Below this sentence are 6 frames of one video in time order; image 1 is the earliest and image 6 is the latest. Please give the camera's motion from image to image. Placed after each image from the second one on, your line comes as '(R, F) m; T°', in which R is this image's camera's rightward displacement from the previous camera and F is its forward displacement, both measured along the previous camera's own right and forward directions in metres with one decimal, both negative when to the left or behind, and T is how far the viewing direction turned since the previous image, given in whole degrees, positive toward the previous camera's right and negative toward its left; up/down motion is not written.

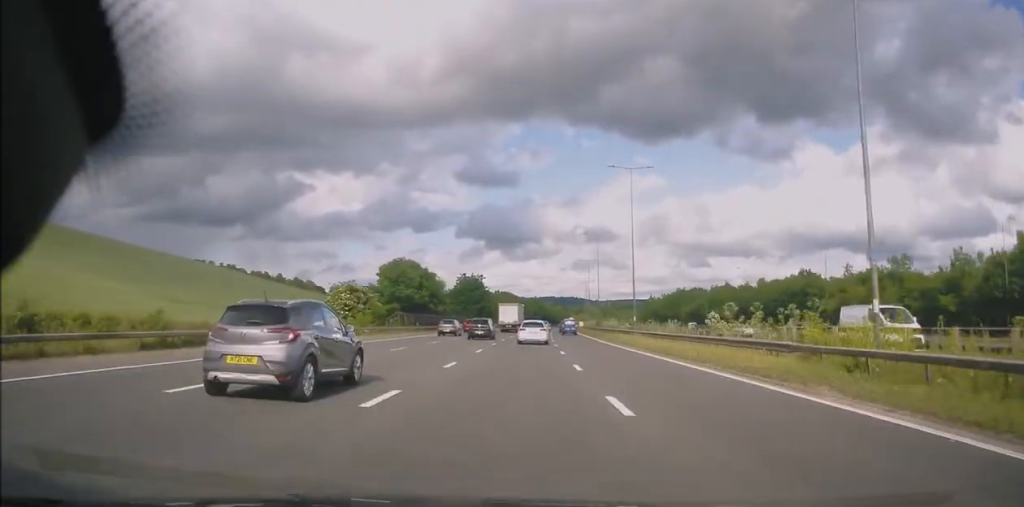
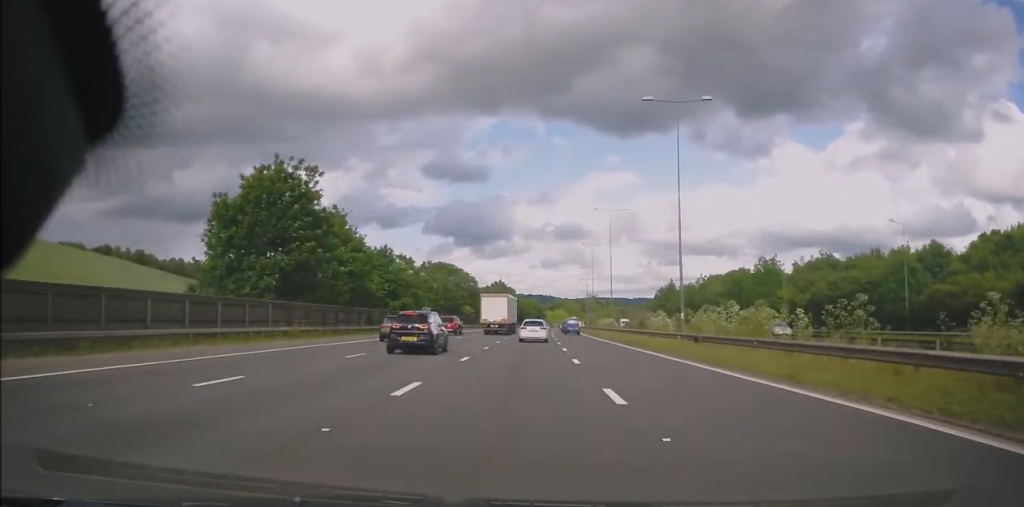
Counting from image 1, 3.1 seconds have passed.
(+3.2, +97.0) m; +3°
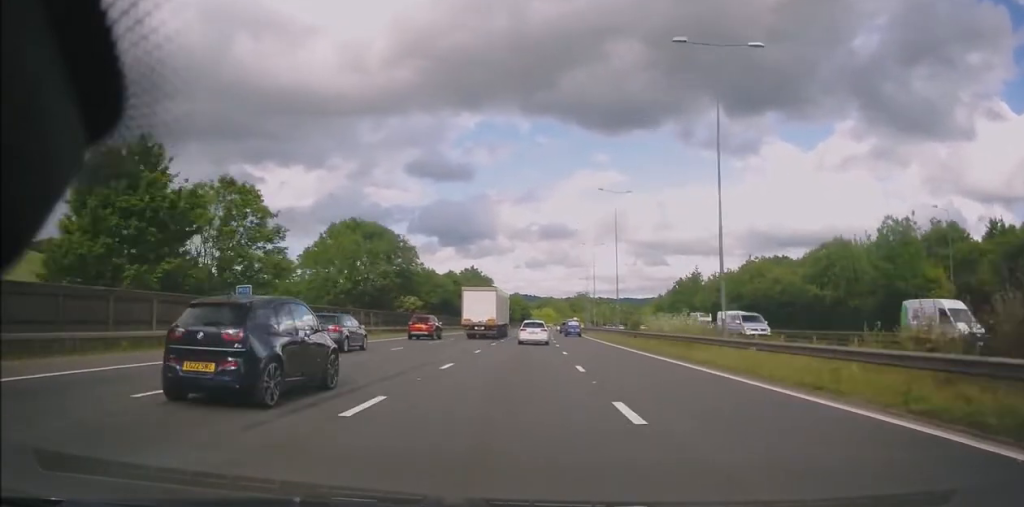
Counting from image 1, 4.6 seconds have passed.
(0.0, +47.5) m; +1°
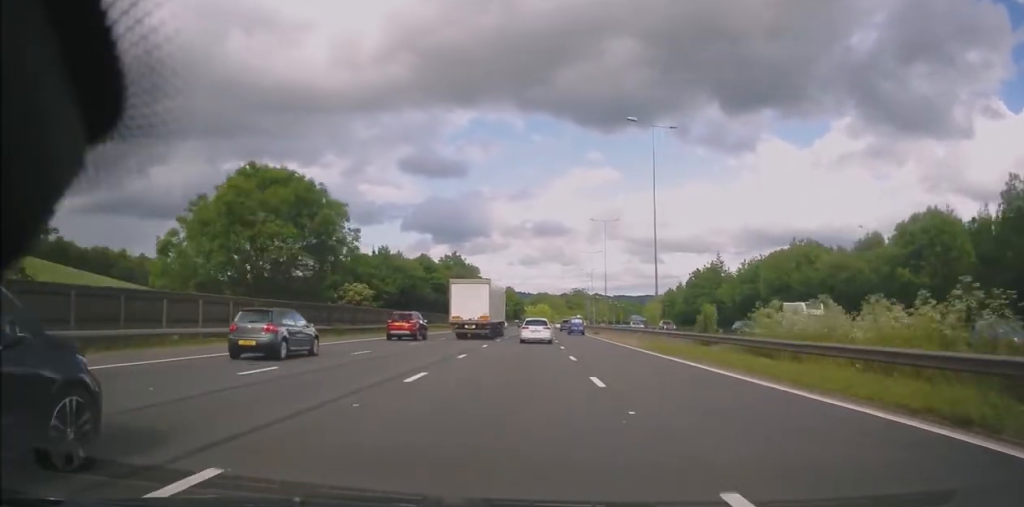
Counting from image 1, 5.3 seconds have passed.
(+0.4, +22.7) m; +1°
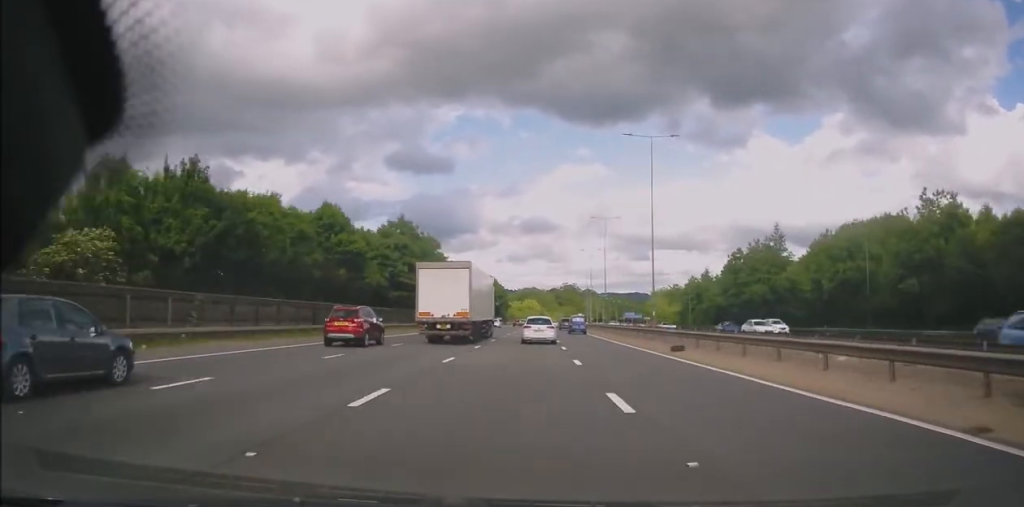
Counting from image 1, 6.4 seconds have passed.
(+0.2, +37.8) m; +2°
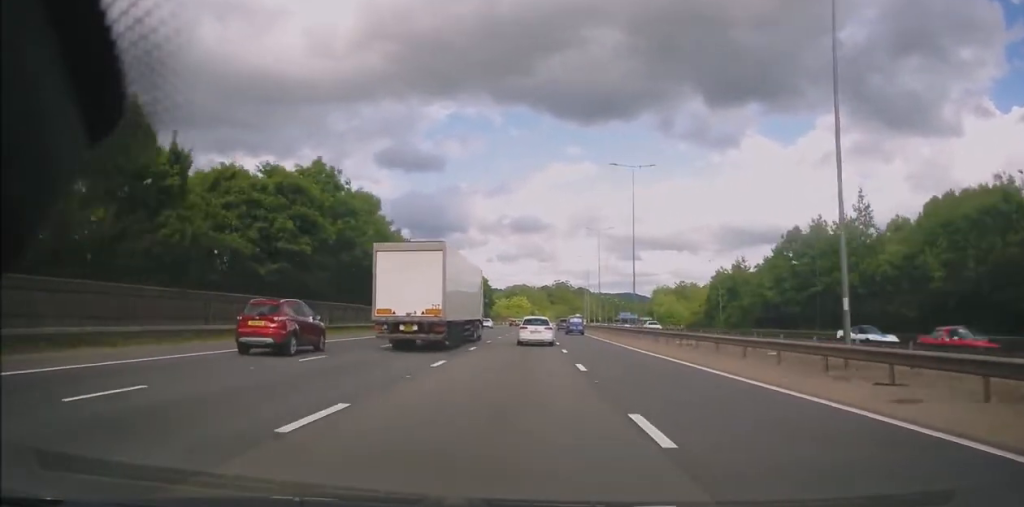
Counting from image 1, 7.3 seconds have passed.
(+0.8, +28.6) m; +1°
